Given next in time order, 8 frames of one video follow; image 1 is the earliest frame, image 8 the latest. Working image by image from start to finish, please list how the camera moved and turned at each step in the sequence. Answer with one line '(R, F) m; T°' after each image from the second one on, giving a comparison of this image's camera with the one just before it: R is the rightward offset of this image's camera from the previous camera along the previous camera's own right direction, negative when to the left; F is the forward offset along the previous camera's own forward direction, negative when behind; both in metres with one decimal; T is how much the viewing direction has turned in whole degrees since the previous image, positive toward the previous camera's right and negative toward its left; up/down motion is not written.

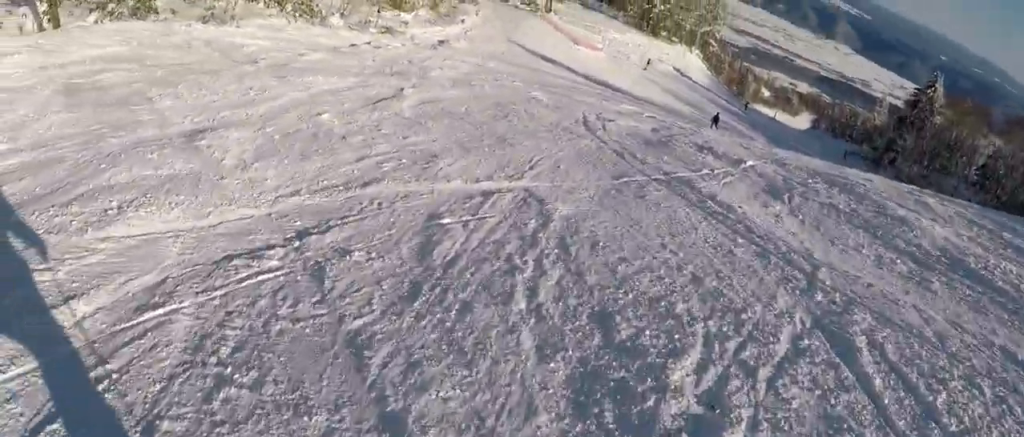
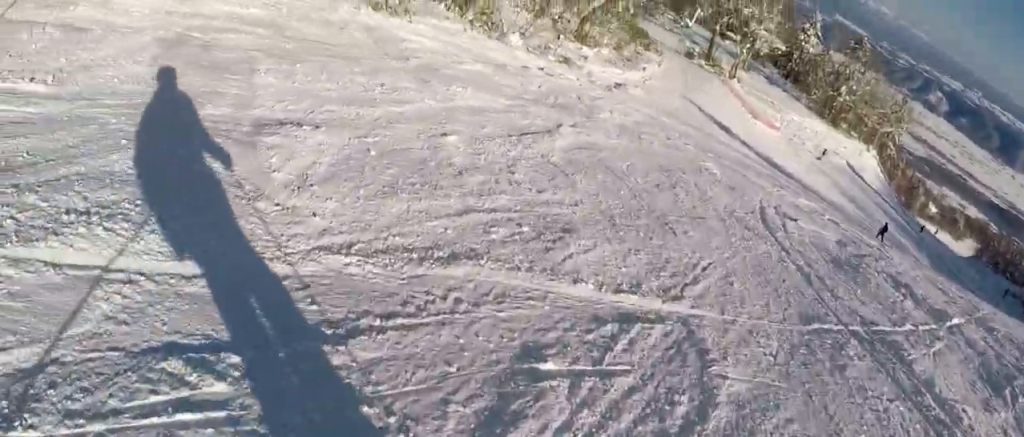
(0.0, +1.5) m; 0°
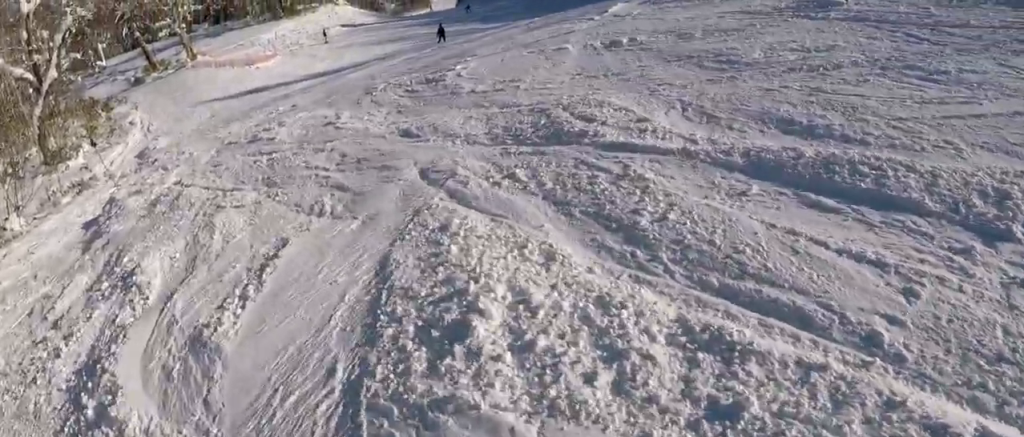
(+0.2, +8.7) m; +14°
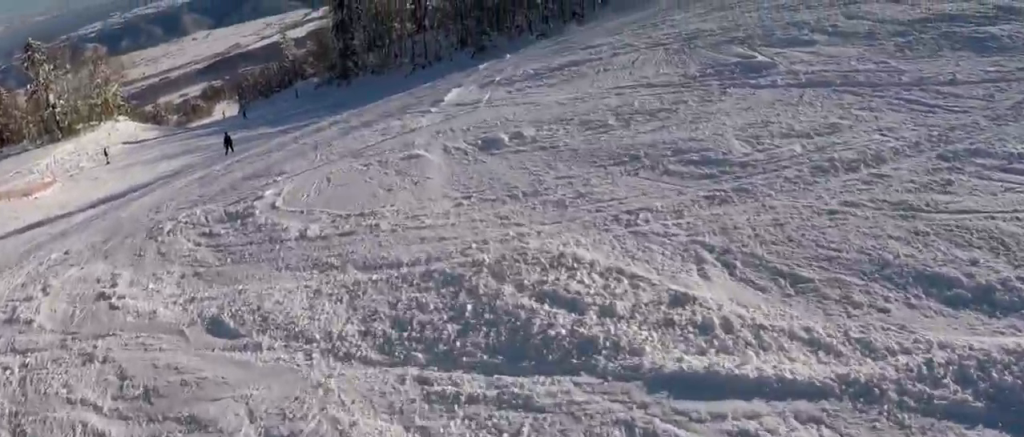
(+0.4, +2.6) m; +21°
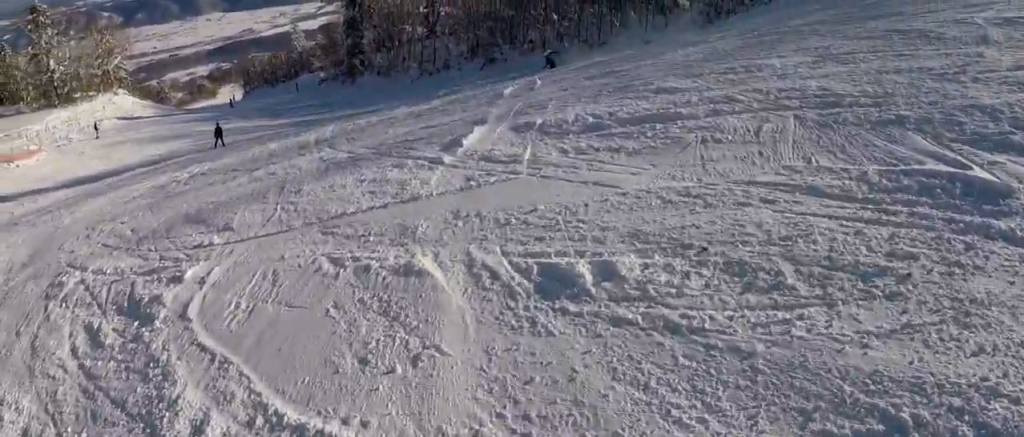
(+0.5, +2.5) m; +13°
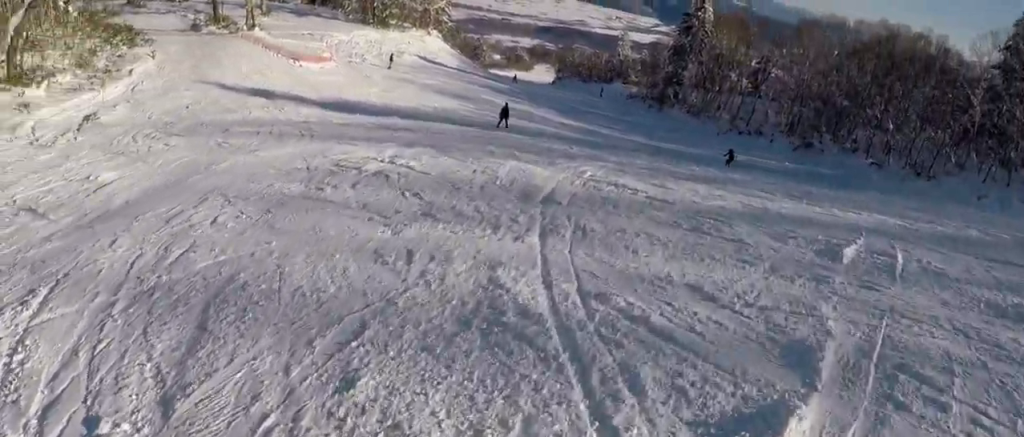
(+0.5, +3.9) m; -17°
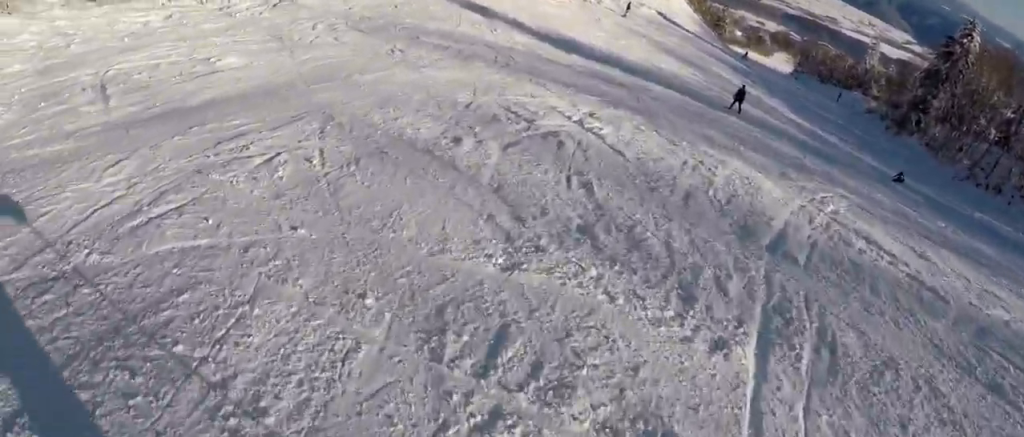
(-0.5, +2.5) m; -24°
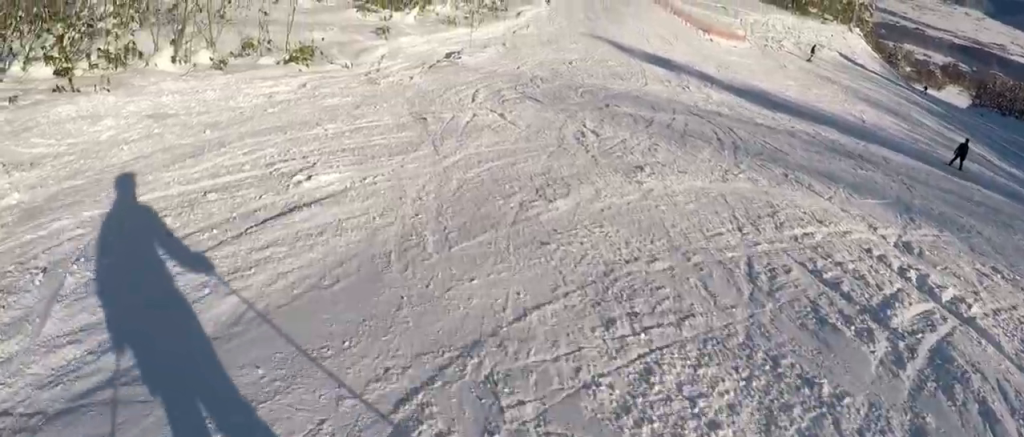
(-1.1, +4.1) m; 0°
